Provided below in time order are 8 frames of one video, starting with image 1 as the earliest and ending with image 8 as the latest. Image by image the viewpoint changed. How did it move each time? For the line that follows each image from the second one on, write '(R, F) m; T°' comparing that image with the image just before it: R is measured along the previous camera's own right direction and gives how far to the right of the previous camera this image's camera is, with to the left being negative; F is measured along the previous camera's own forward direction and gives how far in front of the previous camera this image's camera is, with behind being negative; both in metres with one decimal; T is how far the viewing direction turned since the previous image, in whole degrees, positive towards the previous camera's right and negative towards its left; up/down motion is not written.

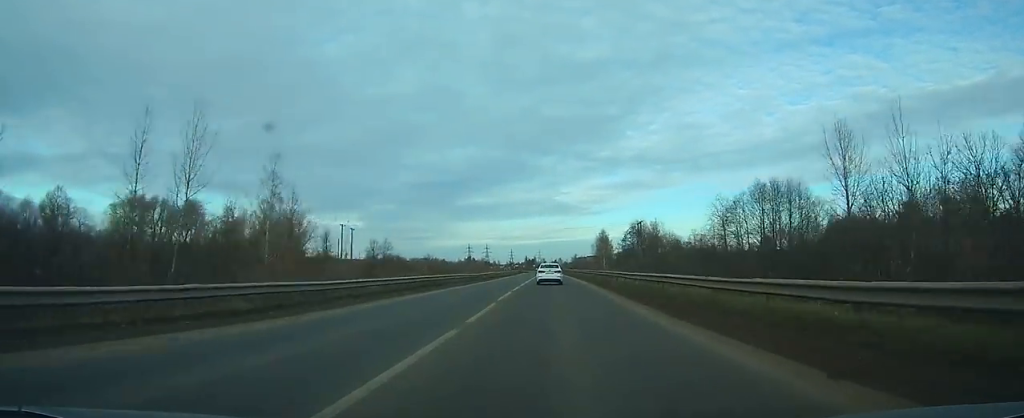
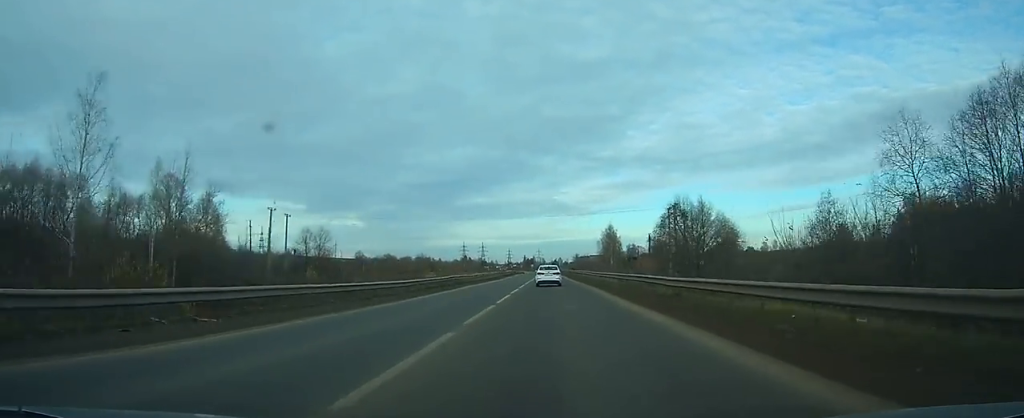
(0.0, +30.8) m; 0°
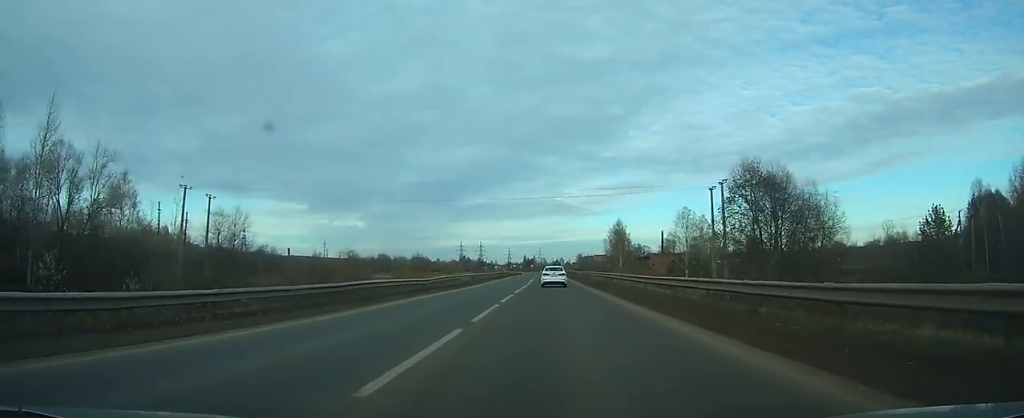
(+0.1, +23.0) m; 0°
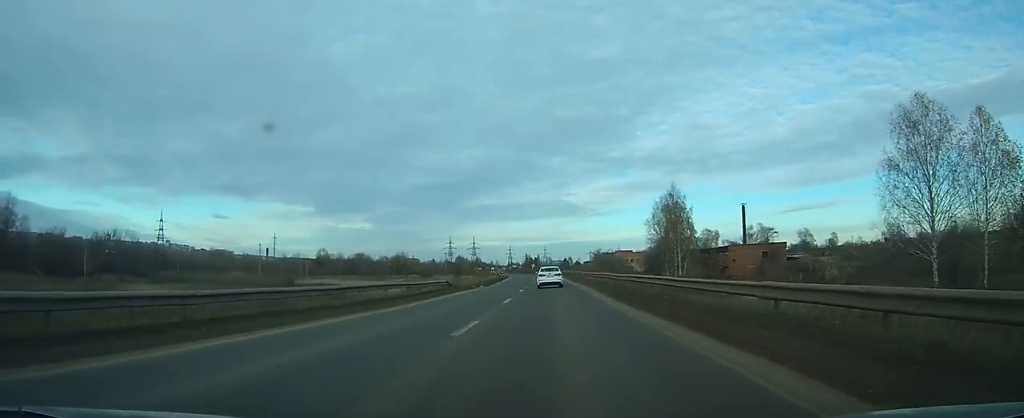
(-0.2, +86.5) m; 0°
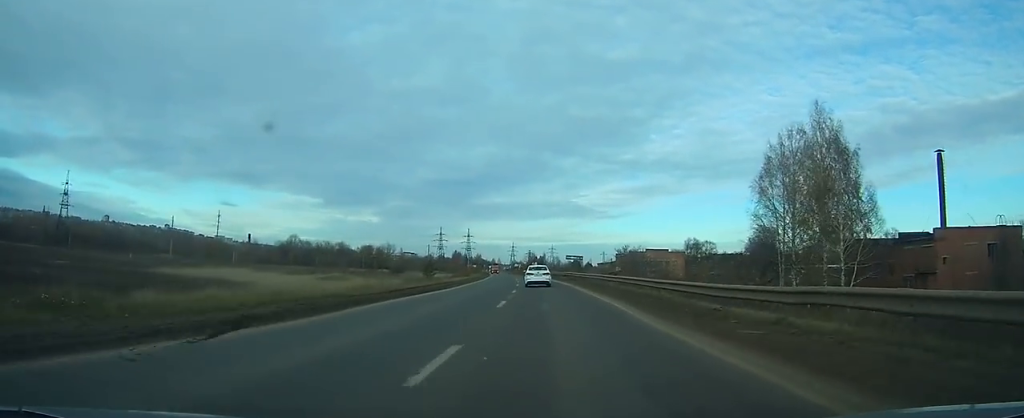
(-0.4, +72.4) m; -1°
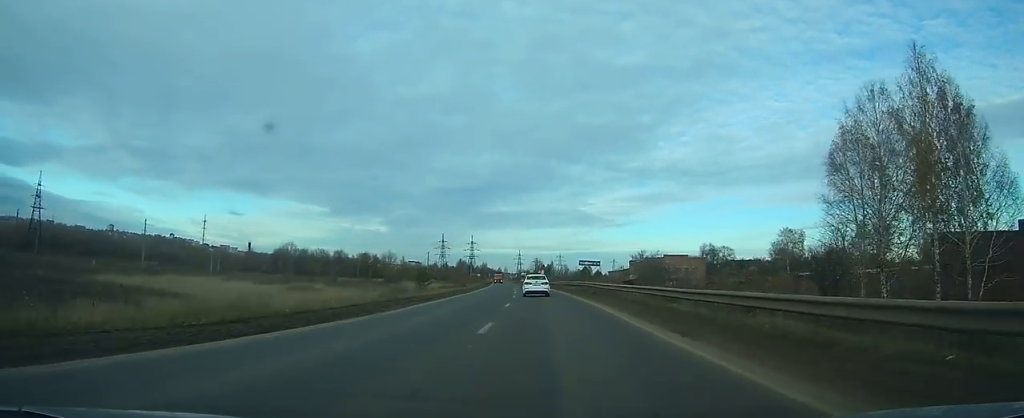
(0.0, +18.3) m; -1°
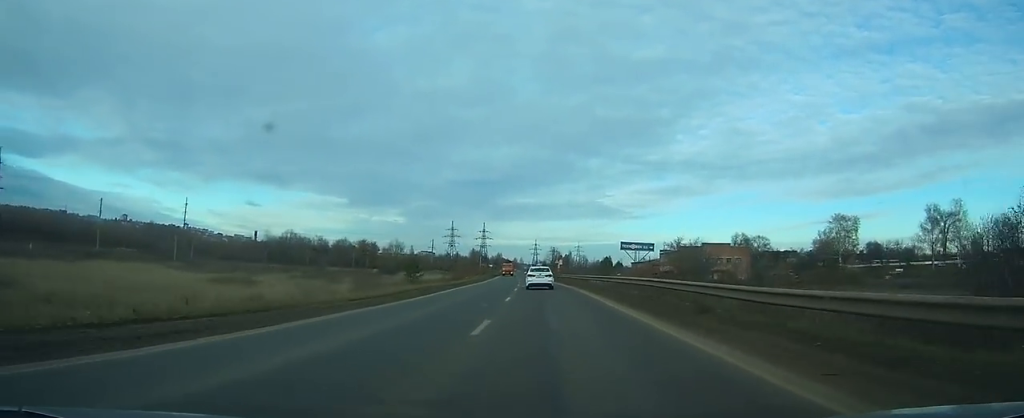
(-0.2, +26.9) m; -1°
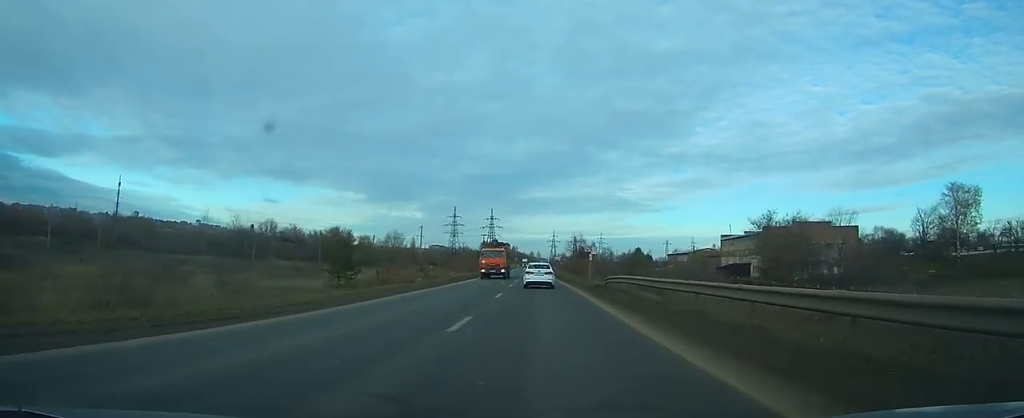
(-1.0, +48.5) m; -2°
